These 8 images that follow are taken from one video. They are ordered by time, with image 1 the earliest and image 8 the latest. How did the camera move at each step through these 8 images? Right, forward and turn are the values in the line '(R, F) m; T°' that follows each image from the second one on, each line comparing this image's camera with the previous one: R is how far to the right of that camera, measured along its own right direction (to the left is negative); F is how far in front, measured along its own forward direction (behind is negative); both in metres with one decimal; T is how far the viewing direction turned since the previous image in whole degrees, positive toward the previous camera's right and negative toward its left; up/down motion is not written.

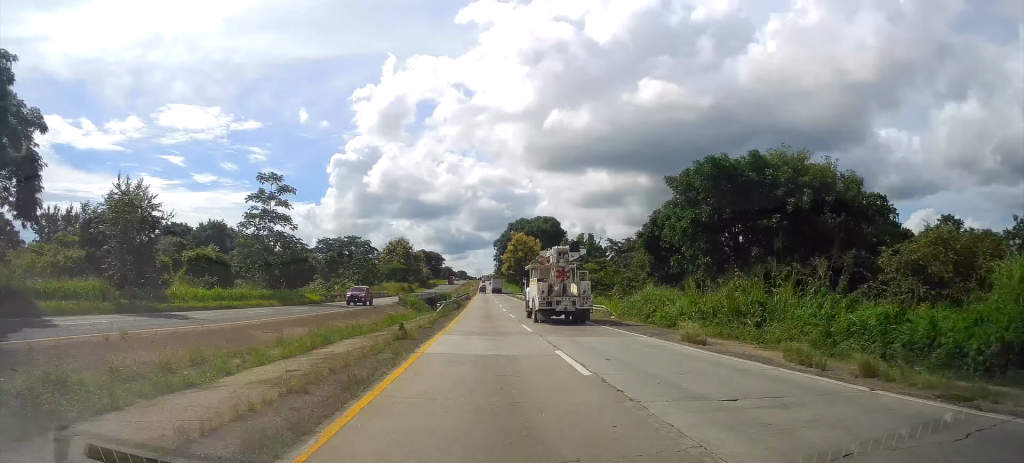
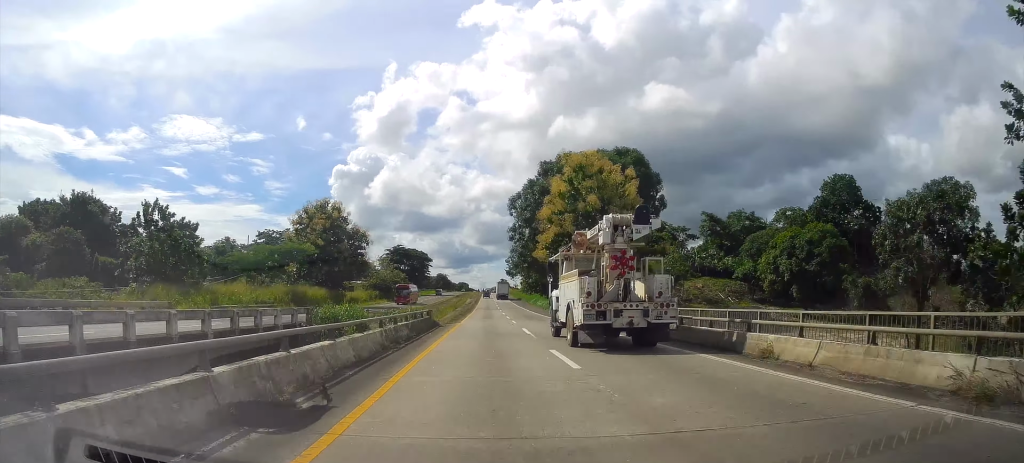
(+0.9, +82.0) m; 0°
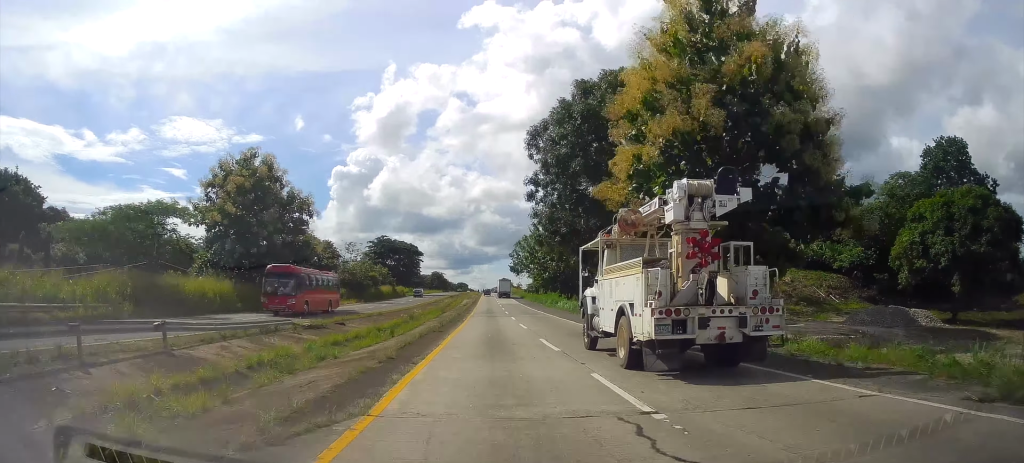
(-0.4, +28.4) m; 0°
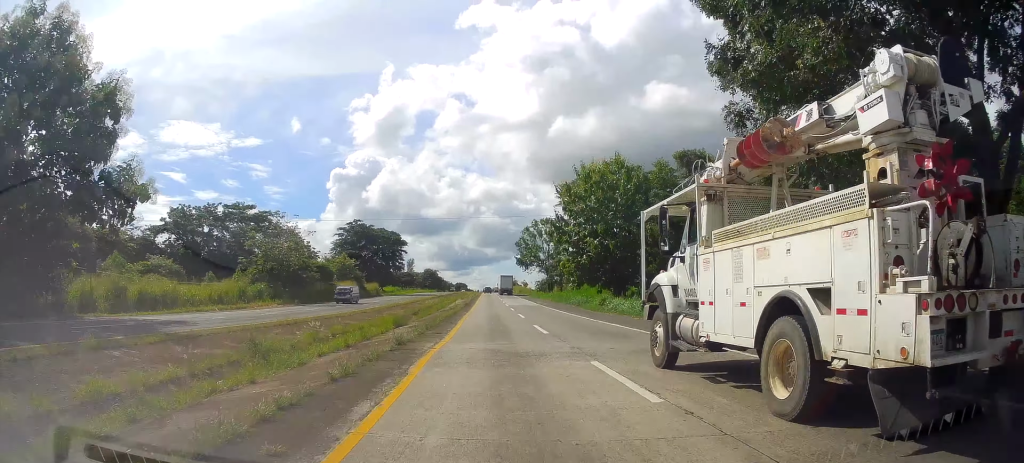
(-0.2, +32.5) m; 0°
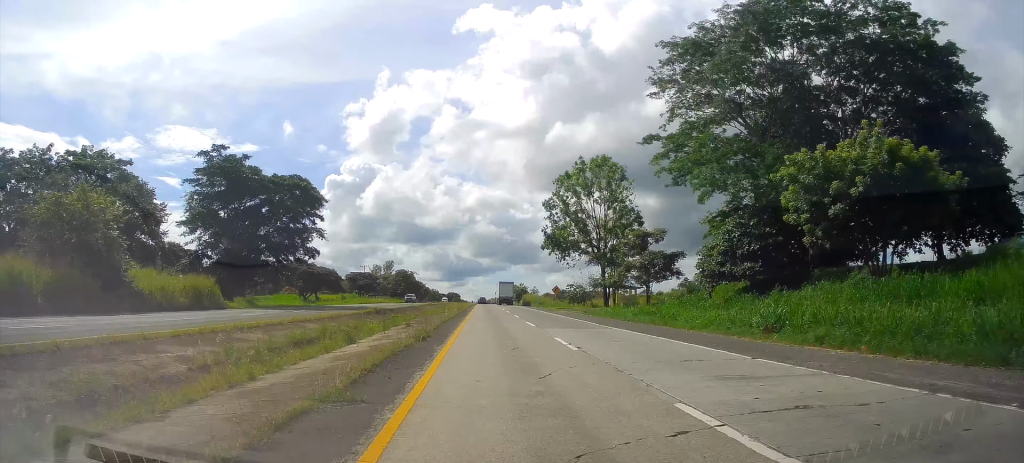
(+1.1, +64.9) m; +1°
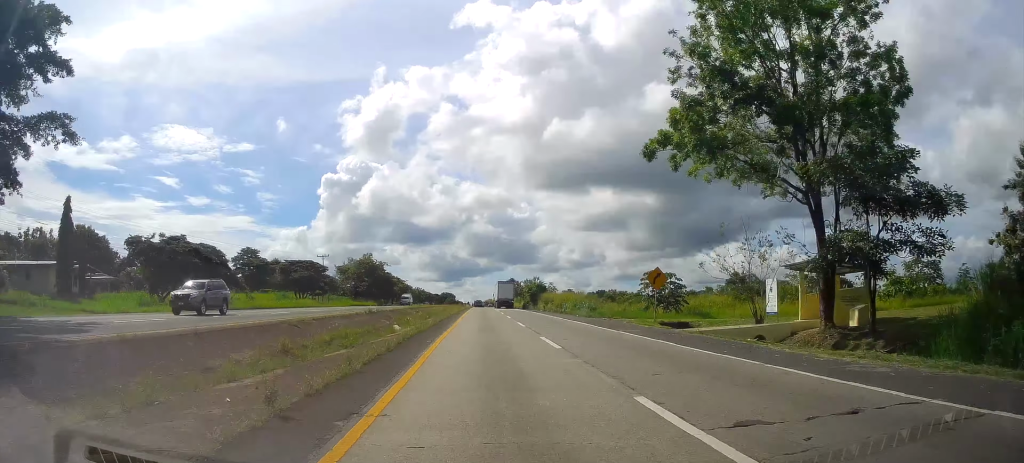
(-0.1, +46.3) m; 0°
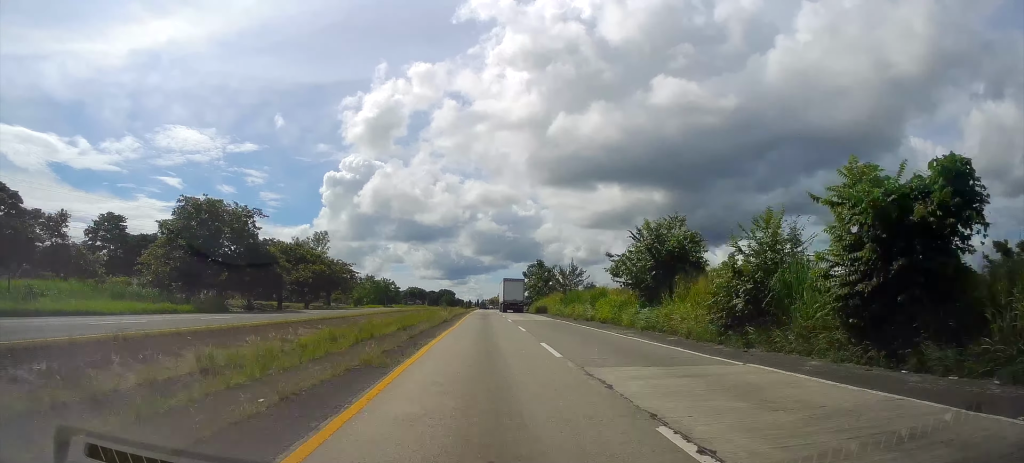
(+0.4, +74.1) m; 0°
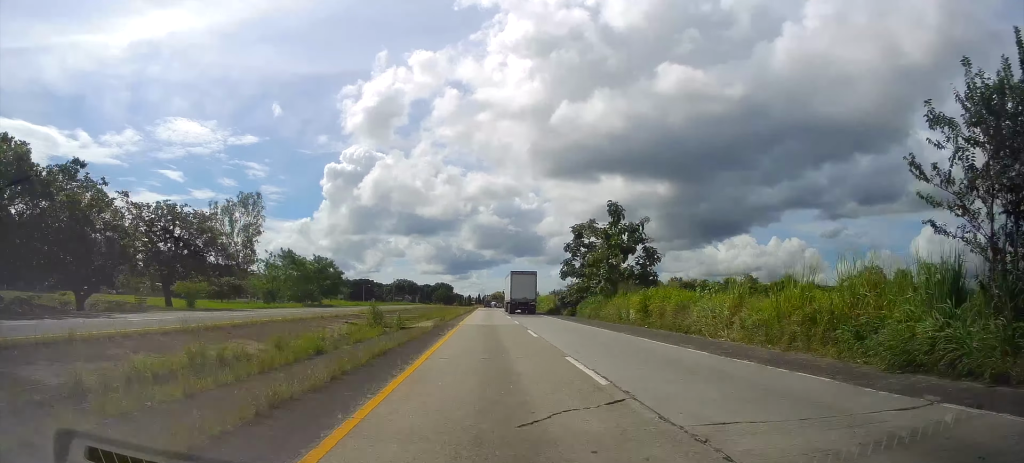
(-0.7, +52.1) m; 0°
